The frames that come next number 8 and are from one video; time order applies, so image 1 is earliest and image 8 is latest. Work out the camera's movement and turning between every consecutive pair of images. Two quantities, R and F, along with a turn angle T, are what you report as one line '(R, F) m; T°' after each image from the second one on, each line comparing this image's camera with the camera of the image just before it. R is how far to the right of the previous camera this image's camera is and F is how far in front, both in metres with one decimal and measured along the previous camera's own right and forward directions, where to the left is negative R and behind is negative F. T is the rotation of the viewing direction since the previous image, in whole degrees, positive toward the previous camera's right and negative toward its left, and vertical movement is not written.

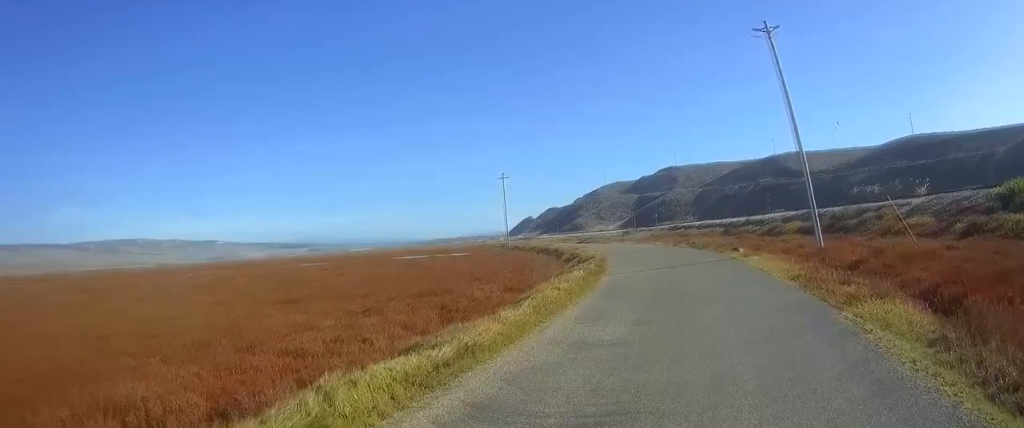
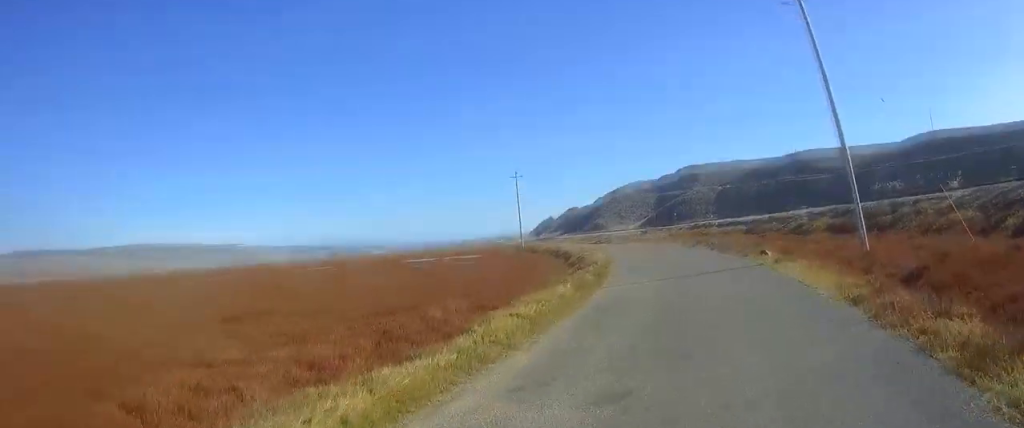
(0.0, +5.2) m; 0°
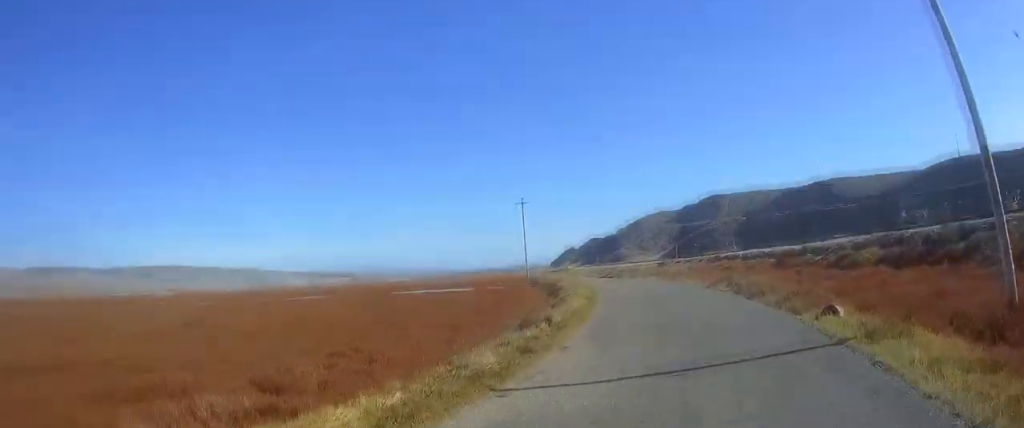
(0.0, +10.9) m; -1°
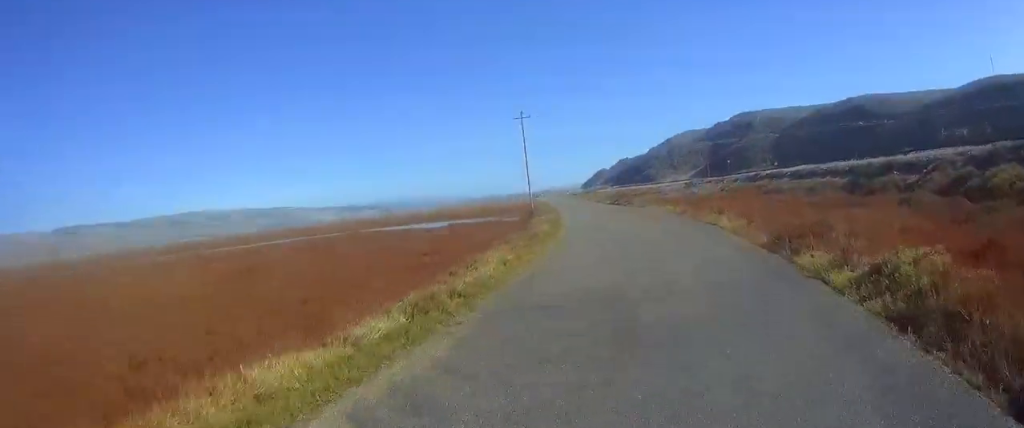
(-0.6, +19.1) m; -4°
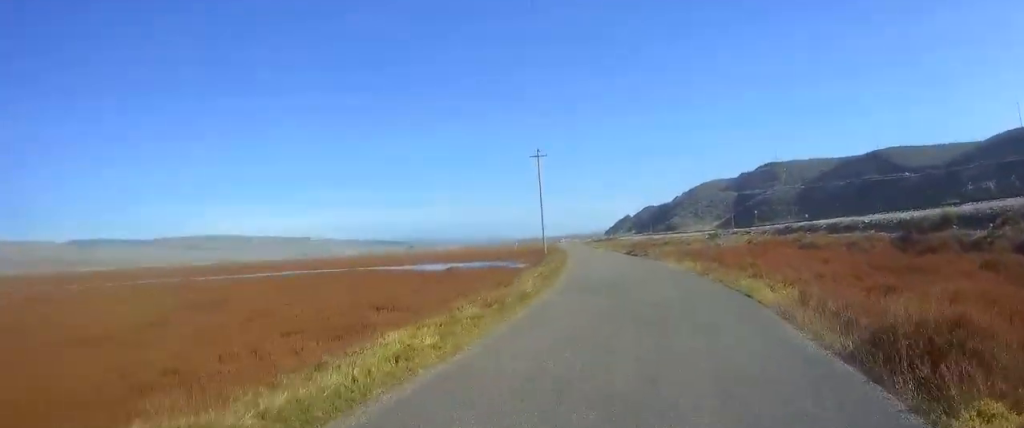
(+0.1, +6.8) m; -3°
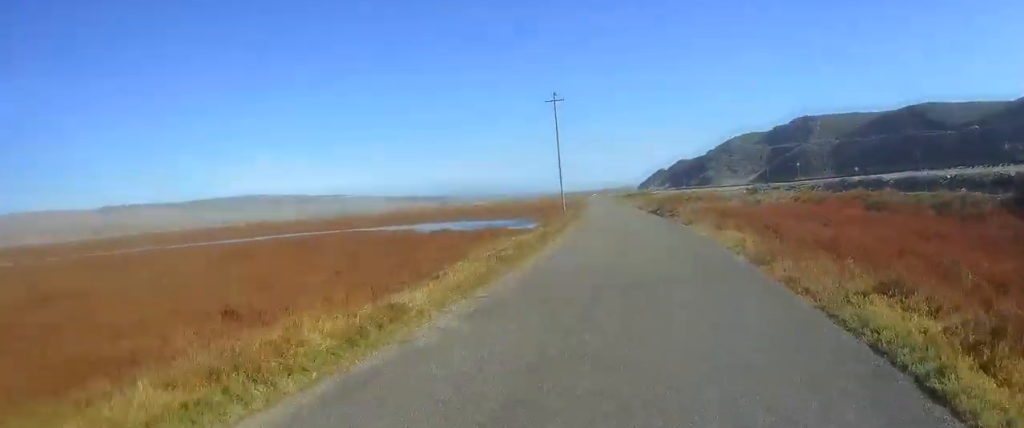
(-0.7, +11.1) m; -6°
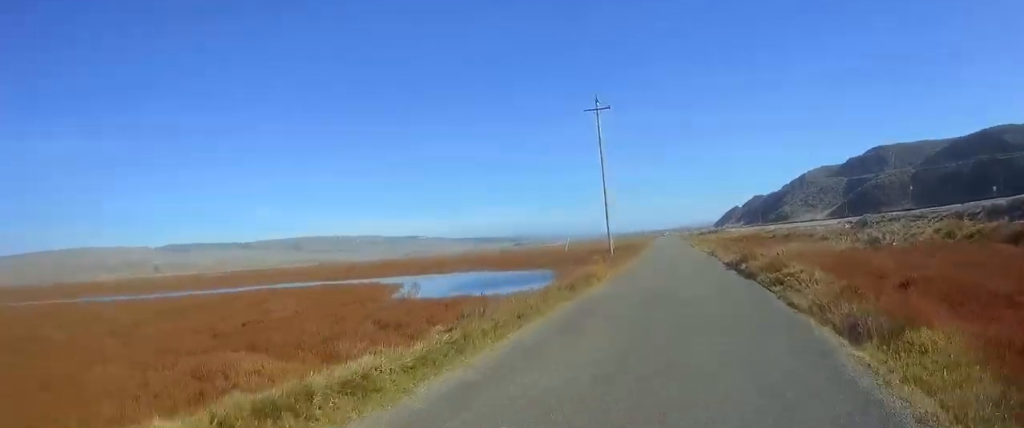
(-1.8, +21.9) m; -7°
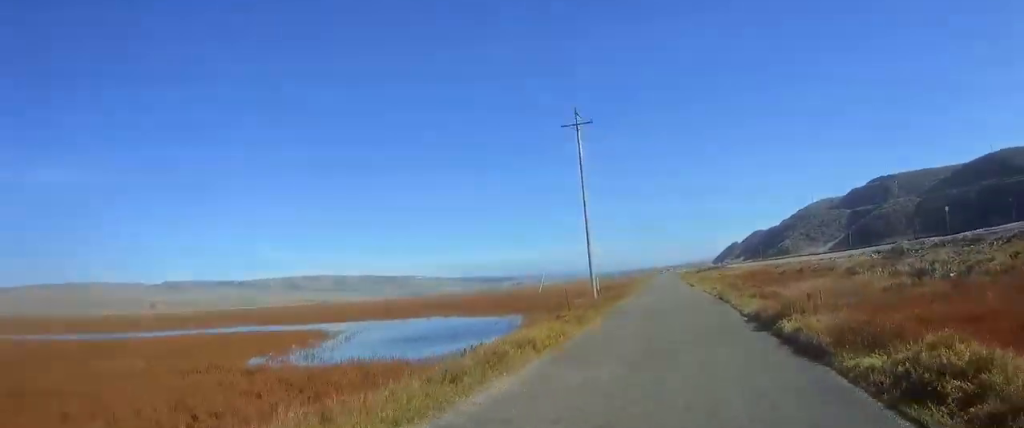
(-0.1, +10.6) m; -1°
